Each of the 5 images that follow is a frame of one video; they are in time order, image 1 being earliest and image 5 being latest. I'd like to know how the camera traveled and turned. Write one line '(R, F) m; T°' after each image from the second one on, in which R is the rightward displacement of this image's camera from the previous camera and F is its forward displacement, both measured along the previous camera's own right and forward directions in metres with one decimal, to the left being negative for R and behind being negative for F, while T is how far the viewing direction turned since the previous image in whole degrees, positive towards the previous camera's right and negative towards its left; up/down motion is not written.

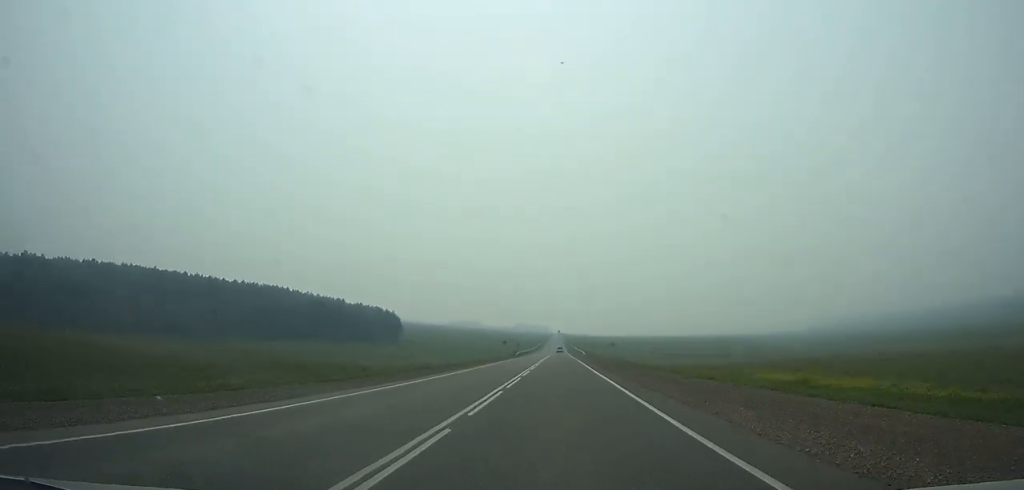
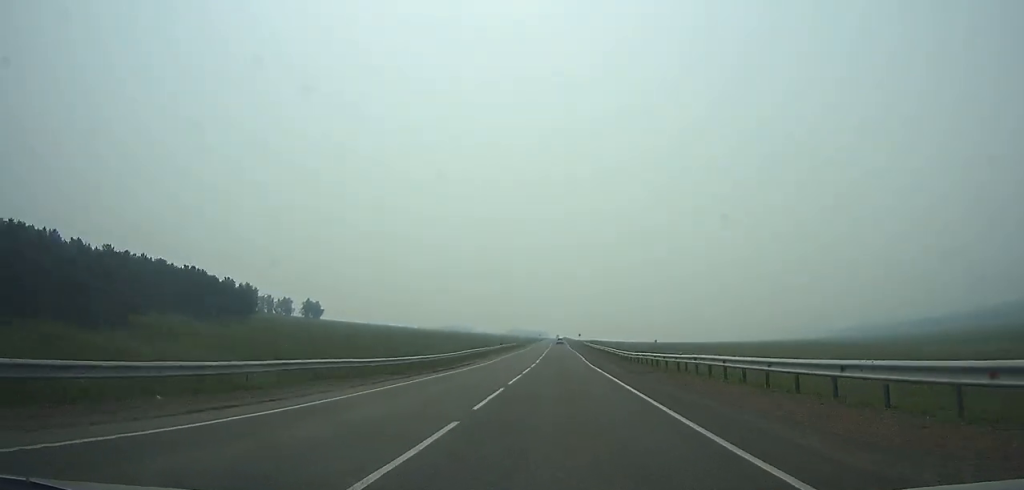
(+0.1, +176.5) m; 0°
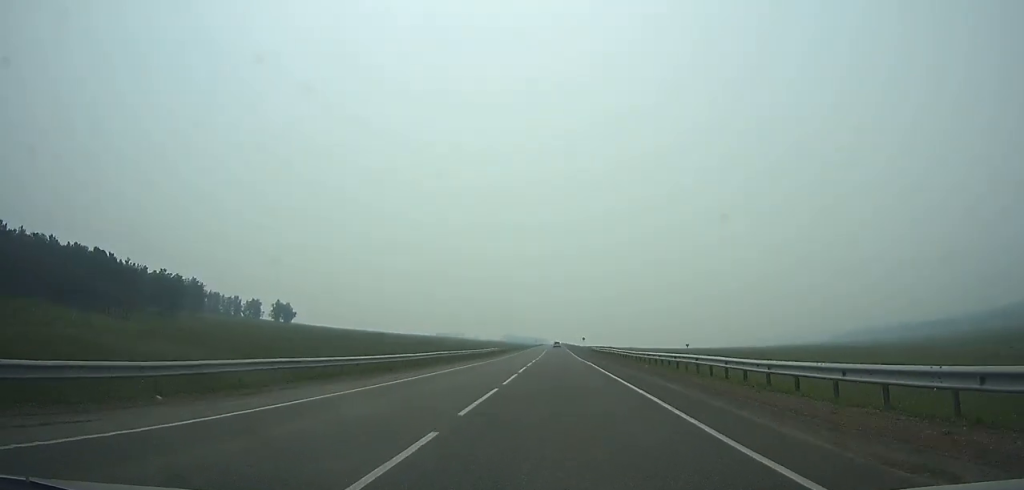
(0.0, +39.9) m; 0°
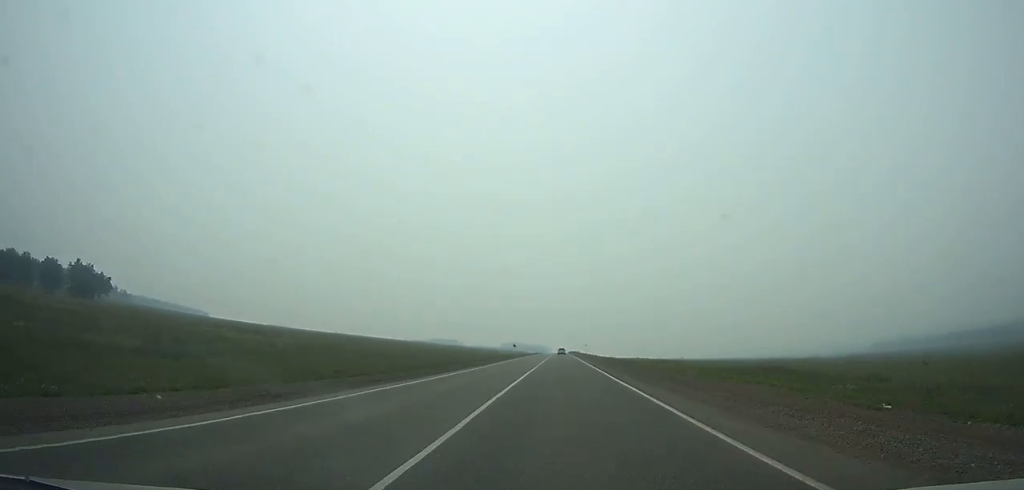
(+0.1, +165.0) m; 0°
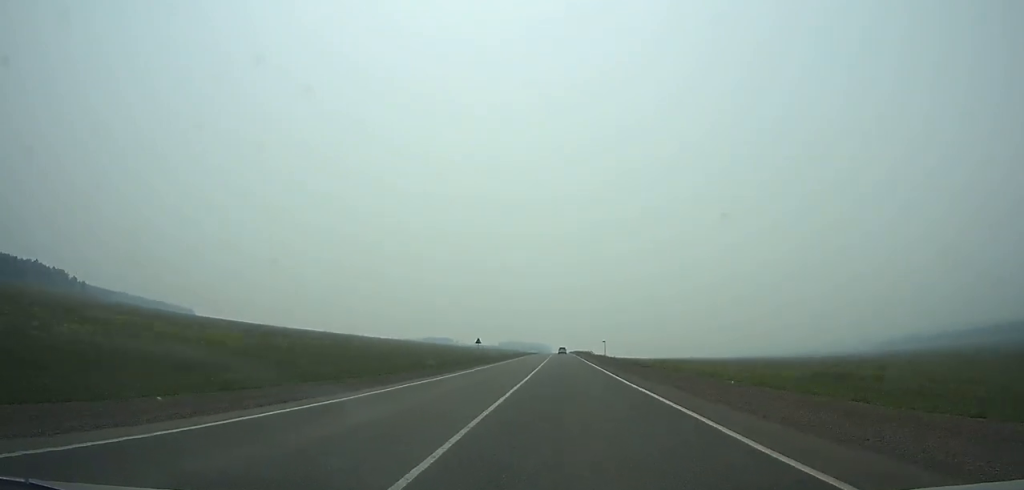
(0.0, +62.7) m; 0°
